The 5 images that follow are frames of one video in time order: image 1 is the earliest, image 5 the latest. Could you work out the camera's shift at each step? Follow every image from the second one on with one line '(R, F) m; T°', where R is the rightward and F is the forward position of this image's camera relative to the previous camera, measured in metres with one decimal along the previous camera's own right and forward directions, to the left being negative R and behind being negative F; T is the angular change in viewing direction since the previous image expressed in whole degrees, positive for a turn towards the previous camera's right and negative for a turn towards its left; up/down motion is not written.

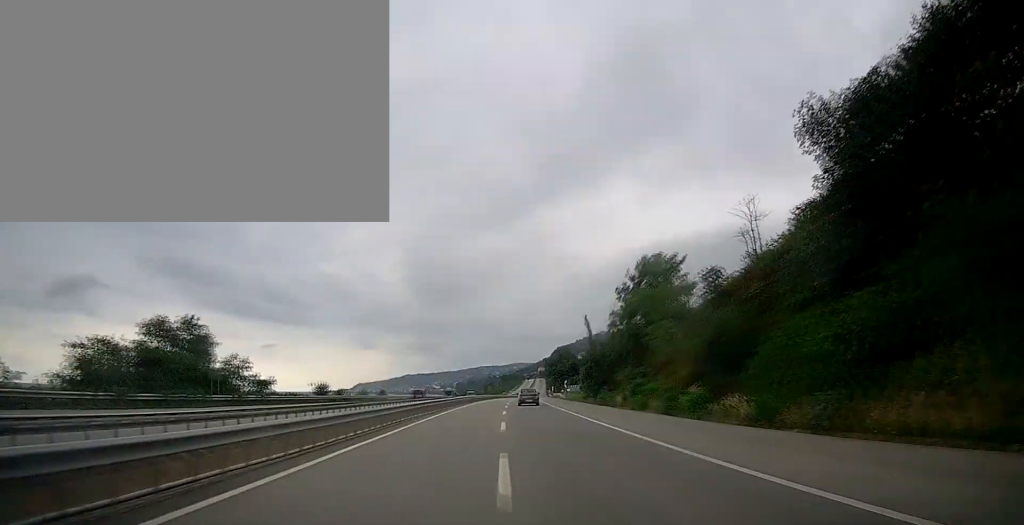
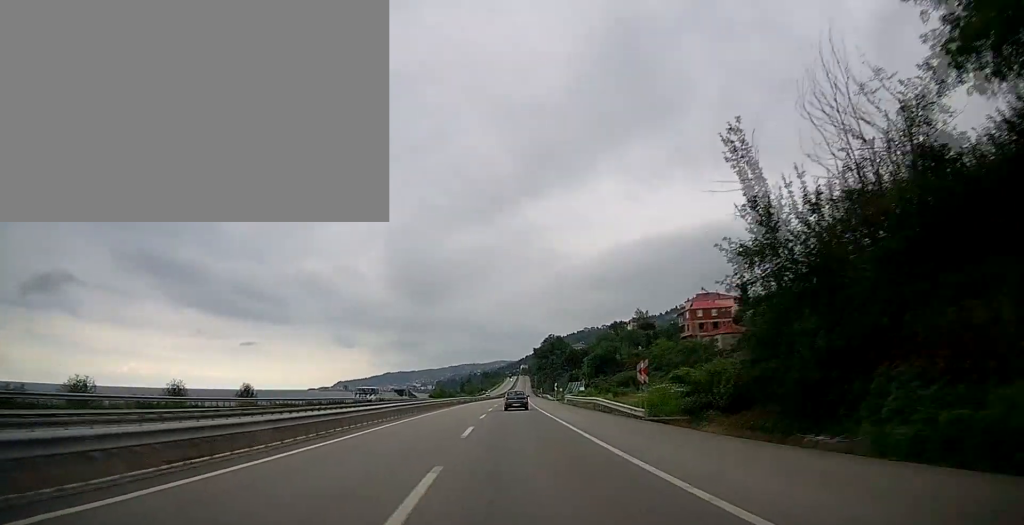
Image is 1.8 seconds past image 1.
(+0.4, +48.8) m; +1°
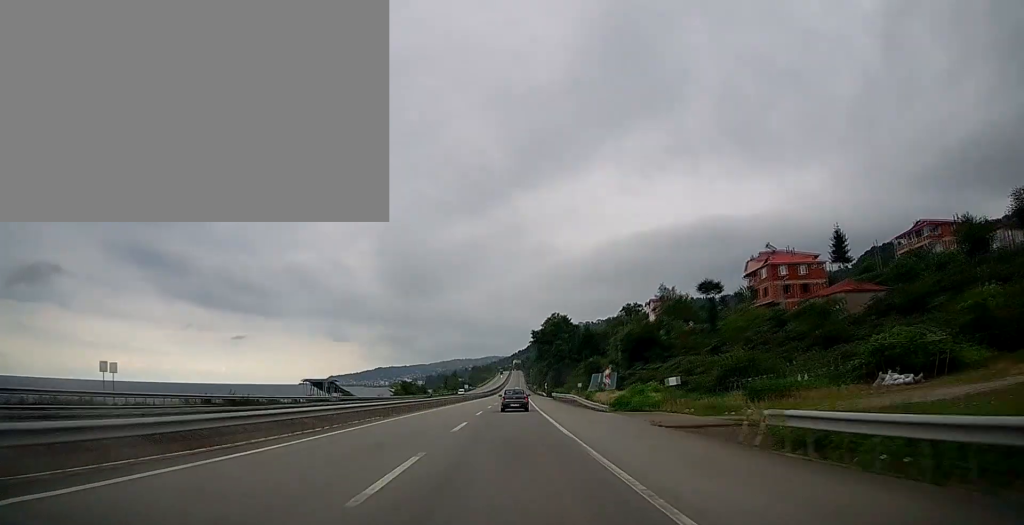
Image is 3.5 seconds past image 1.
(+1.3, +45.4) m; +2°
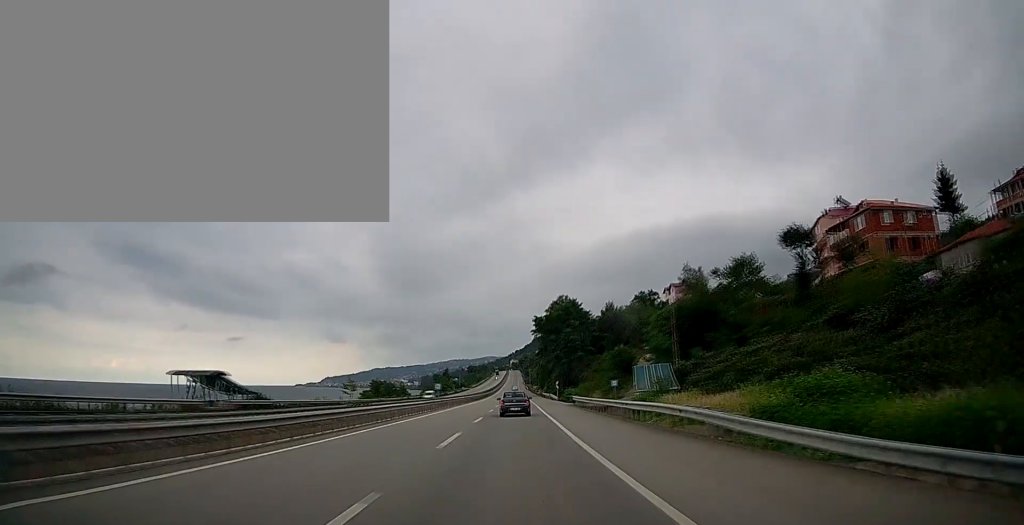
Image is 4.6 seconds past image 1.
(0.0, +28.2) m; 0°
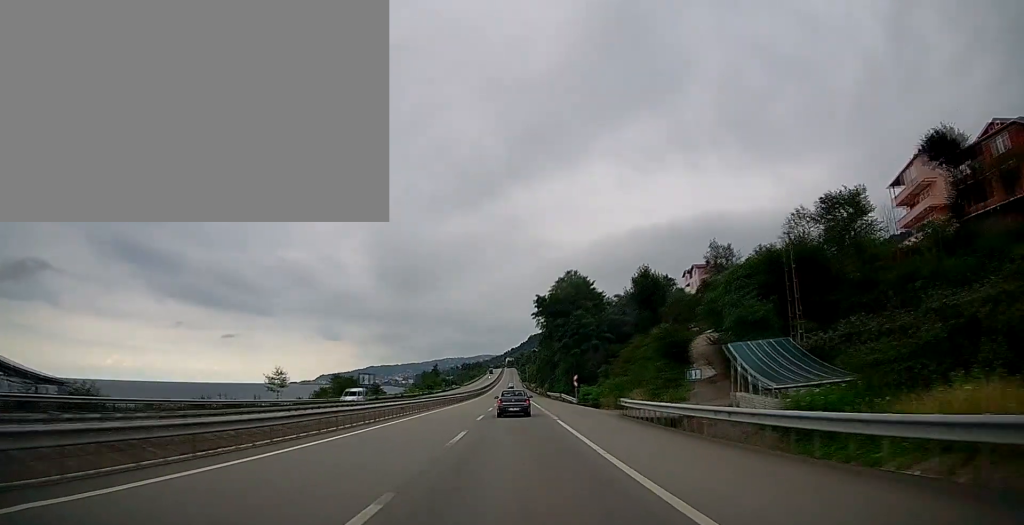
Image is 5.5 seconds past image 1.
(0.0, +23.6) m; 0°
